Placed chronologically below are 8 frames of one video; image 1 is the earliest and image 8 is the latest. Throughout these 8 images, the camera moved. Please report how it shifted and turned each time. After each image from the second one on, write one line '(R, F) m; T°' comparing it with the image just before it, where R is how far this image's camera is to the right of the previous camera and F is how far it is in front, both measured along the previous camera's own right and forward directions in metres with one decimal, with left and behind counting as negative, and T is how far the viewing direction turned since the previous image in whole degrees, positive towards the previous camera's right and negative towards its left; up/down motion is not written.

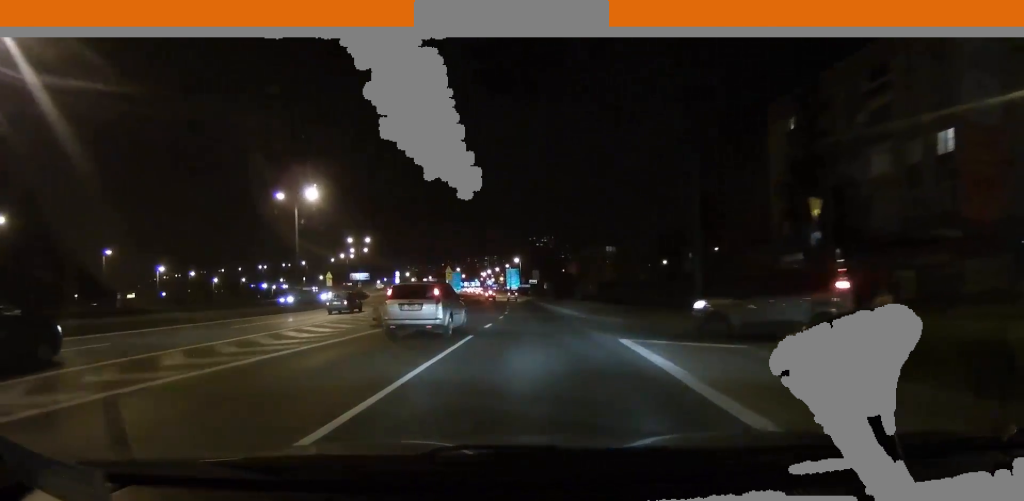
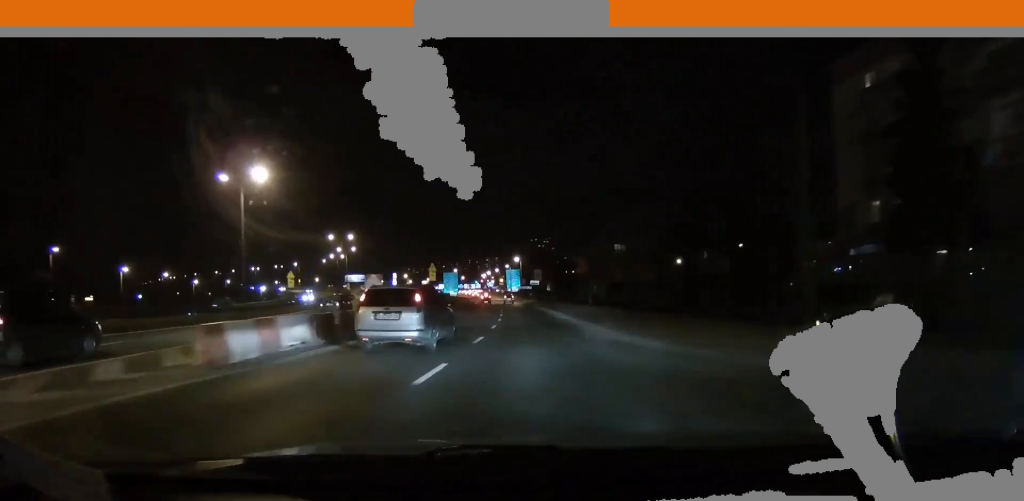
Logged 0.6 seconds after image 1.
(-0.5, +10.4) m; 0°
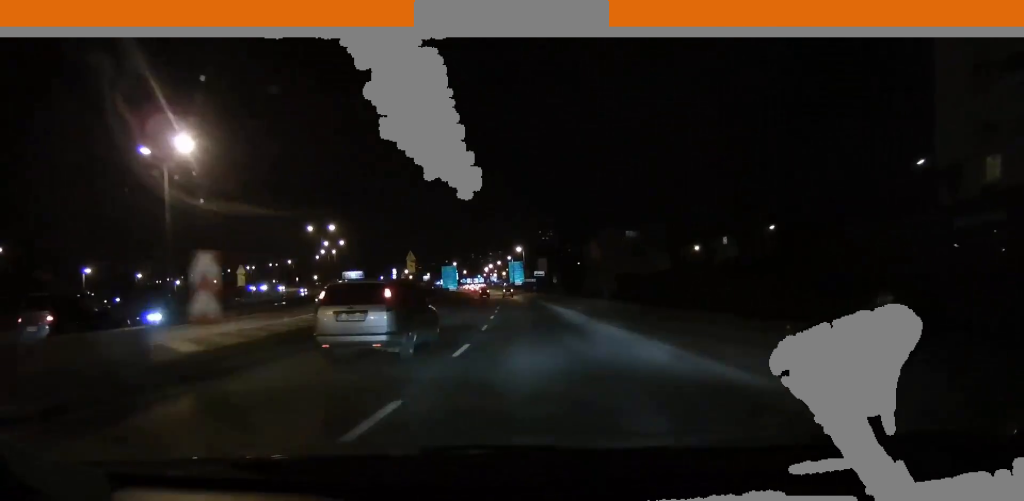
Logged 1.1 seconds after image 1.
(0.0, +9.7) m; 0°
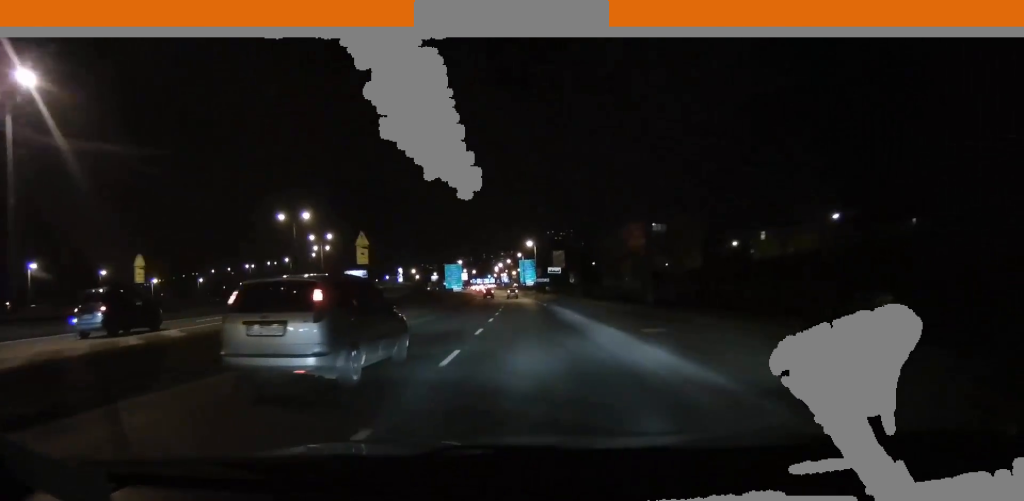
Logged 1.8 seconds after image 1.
(+0.7, +13.4) m; 0°
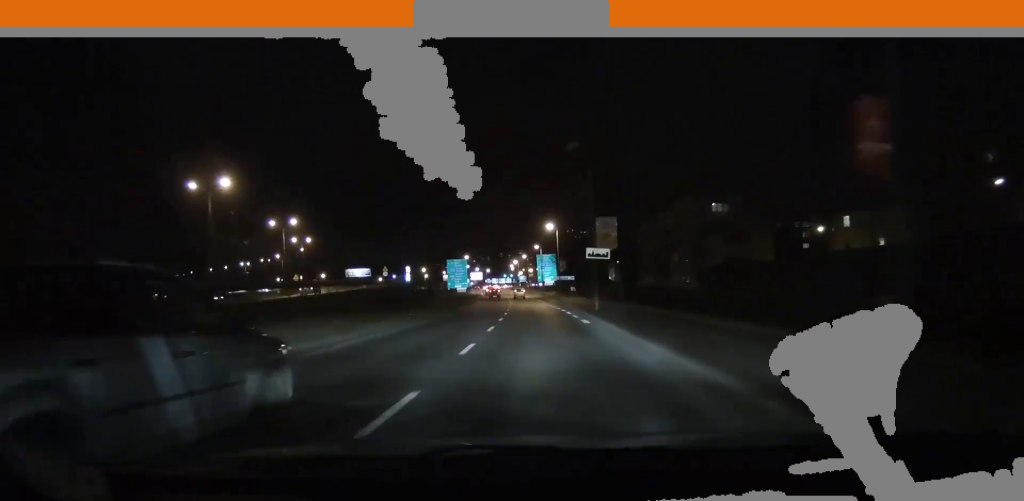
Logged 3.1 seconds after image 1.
(-1.3, +22.0) m; -4°
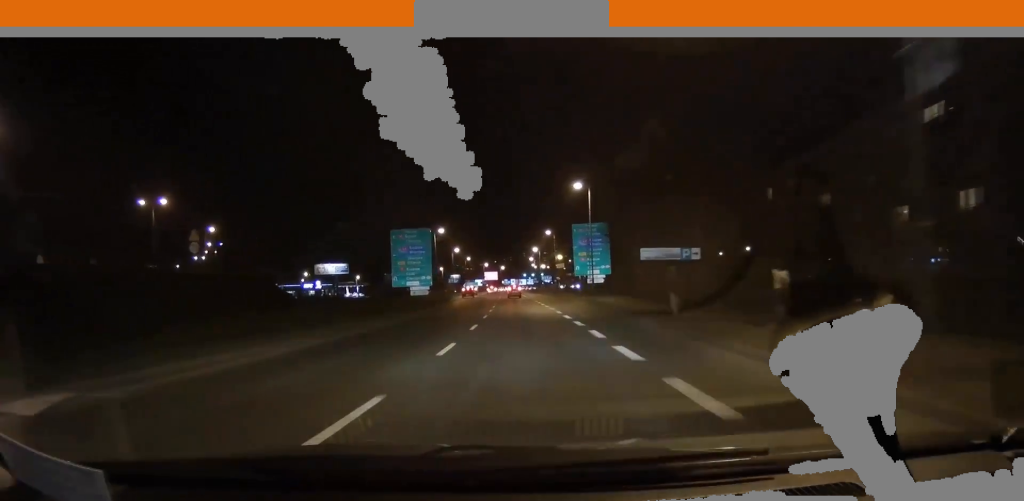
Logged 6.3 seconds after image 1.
(-0.6, +54.2) m; -5°
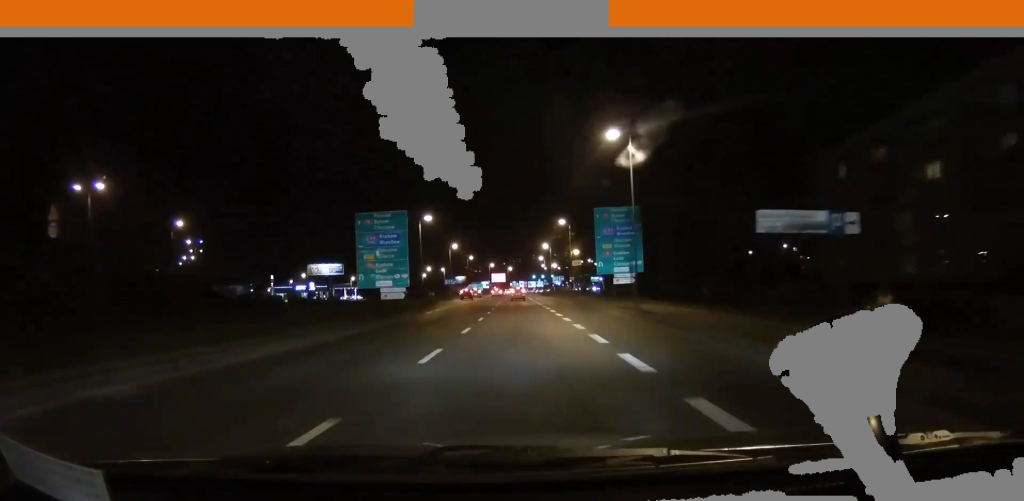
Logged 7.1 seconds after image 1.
(-0.5, +13.0) m; -1°
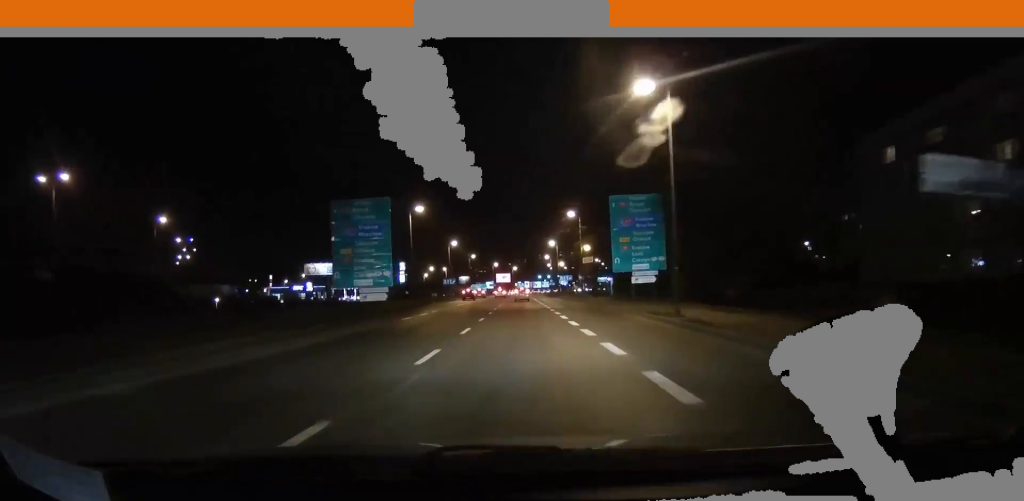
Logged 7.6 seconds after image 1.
(-0.2, +6.3) m; +2°
